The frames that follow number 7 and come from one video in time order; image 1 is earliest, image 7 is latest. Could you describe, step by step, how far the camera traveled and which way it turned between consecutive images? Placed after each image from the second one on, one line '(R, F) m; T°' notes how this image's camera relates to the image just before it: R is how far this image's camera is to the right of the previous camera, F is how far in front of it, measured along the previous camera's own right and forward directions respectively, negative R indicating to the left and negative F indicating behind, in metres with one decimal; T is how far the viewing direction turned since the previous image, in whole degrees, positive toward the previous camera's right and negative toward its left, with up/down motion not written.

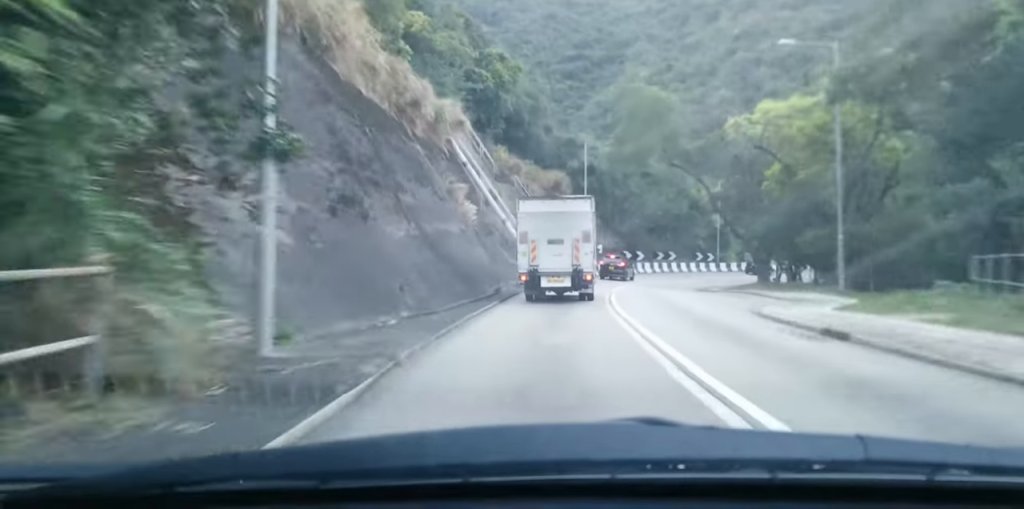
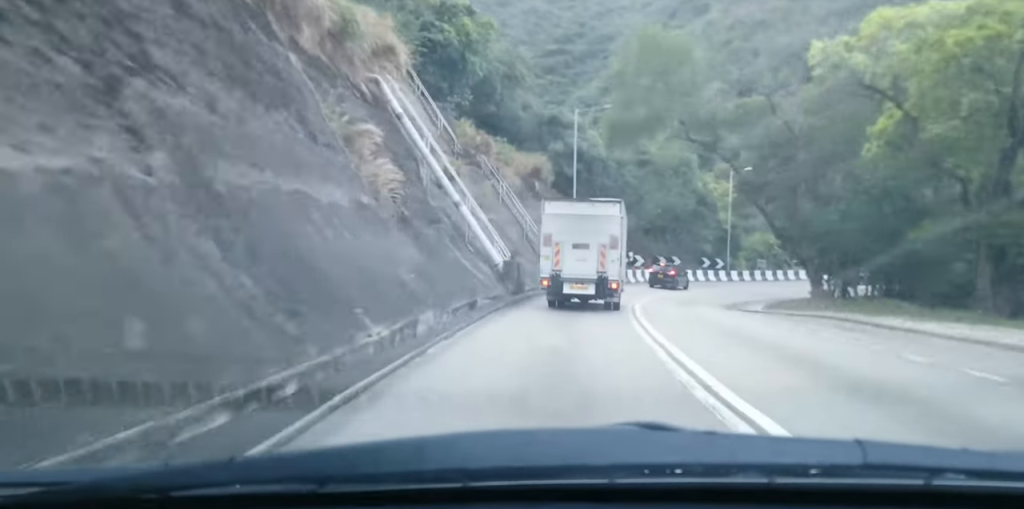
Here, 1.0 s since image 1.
(0.0, +15.5) m; +1°
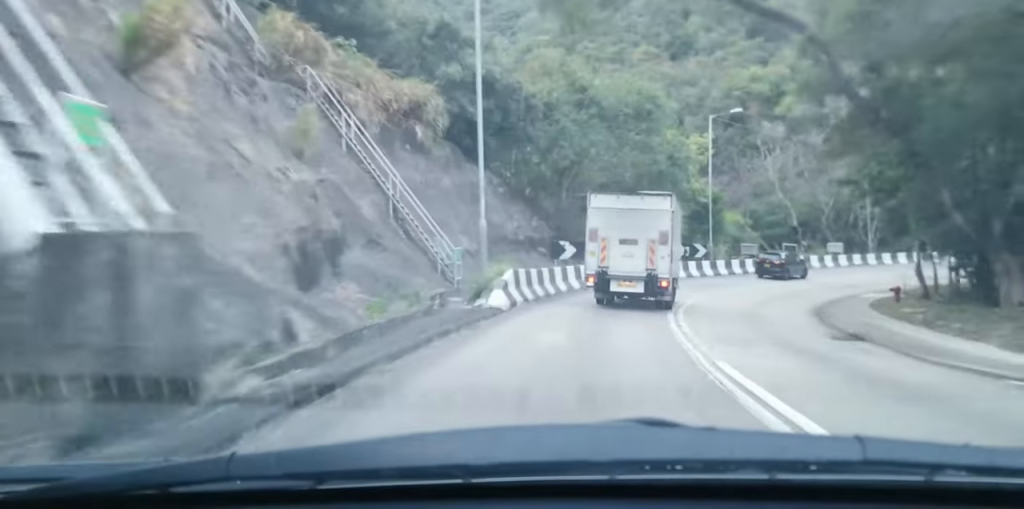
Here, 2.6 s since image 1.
(+0.3, +24.8) m; +2°
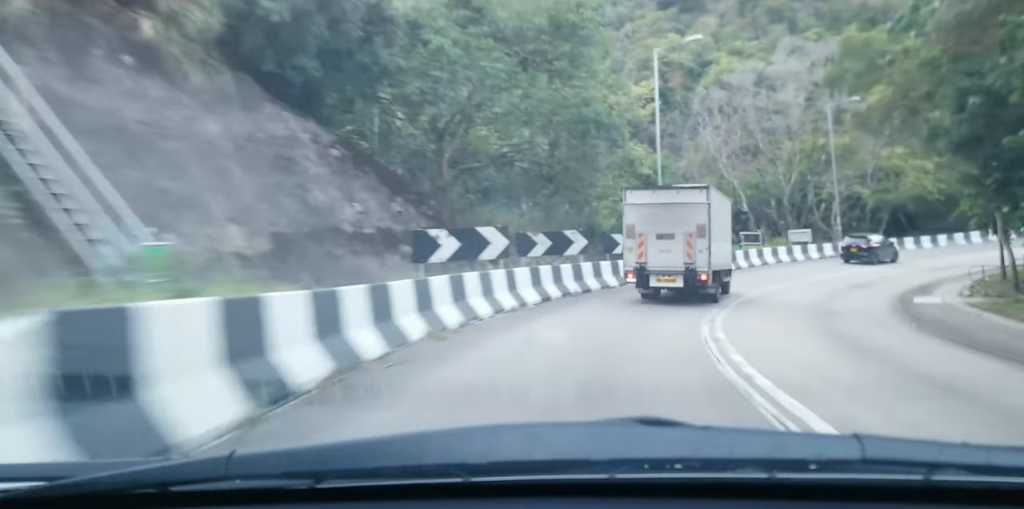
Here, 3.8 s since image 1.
(+0.5, +17.0) m; +7°
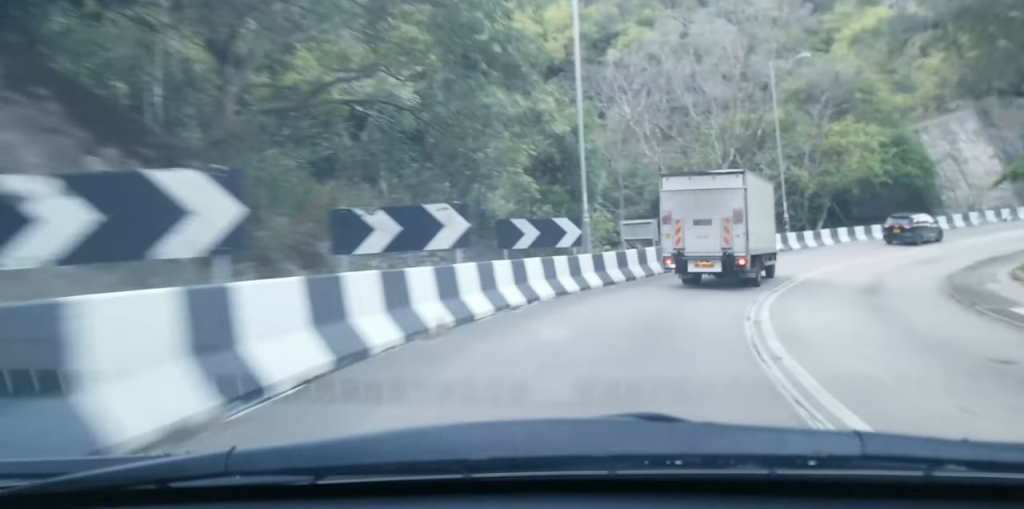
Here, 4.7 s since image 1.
(+1.1, +12.3) m; +9°
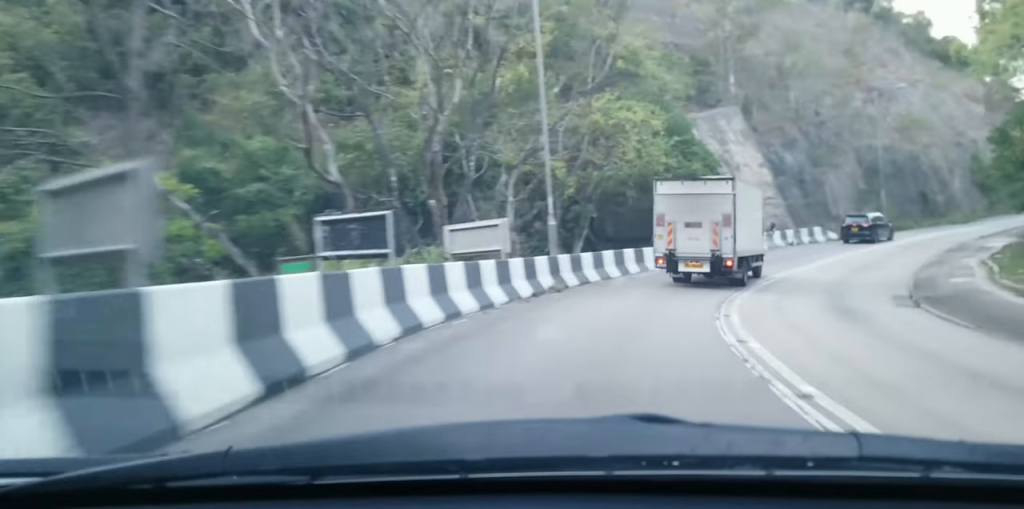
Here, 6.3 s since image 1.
(+4.0, +22.2) m; +21°
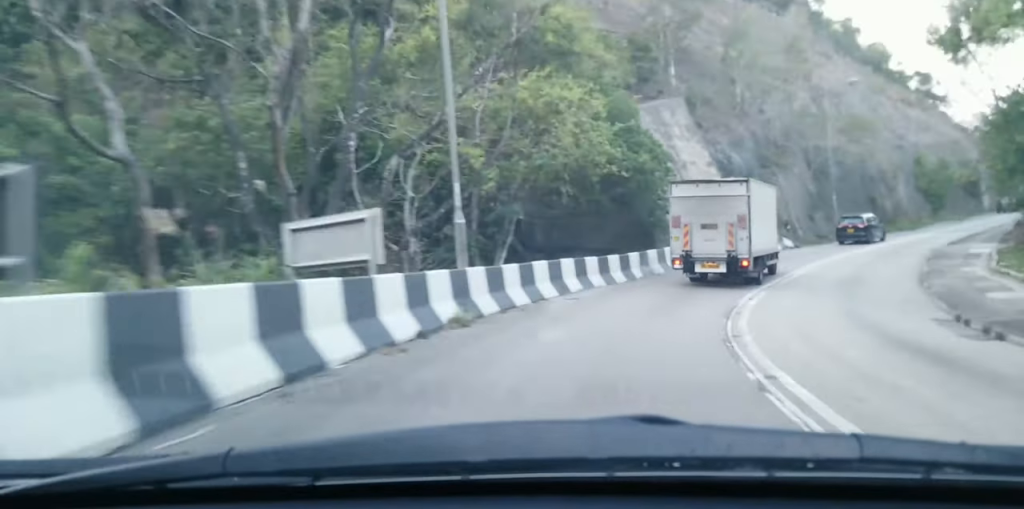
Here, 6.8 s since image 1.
(0.0, +6.7) m; +6°
